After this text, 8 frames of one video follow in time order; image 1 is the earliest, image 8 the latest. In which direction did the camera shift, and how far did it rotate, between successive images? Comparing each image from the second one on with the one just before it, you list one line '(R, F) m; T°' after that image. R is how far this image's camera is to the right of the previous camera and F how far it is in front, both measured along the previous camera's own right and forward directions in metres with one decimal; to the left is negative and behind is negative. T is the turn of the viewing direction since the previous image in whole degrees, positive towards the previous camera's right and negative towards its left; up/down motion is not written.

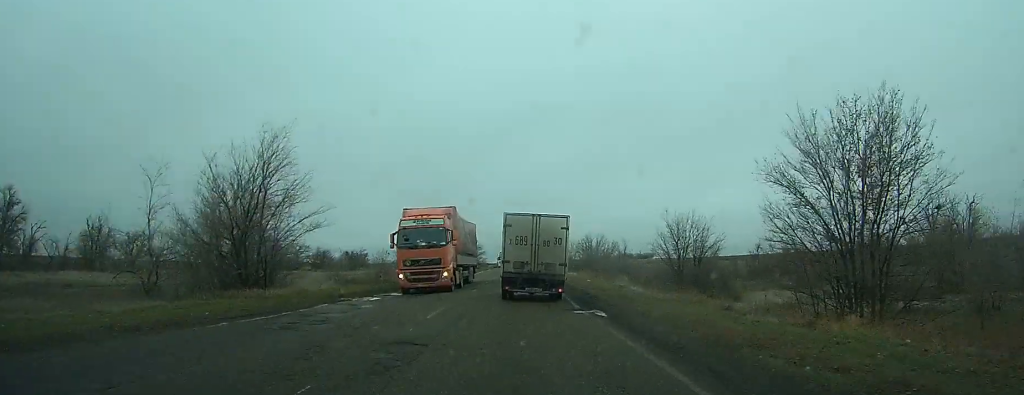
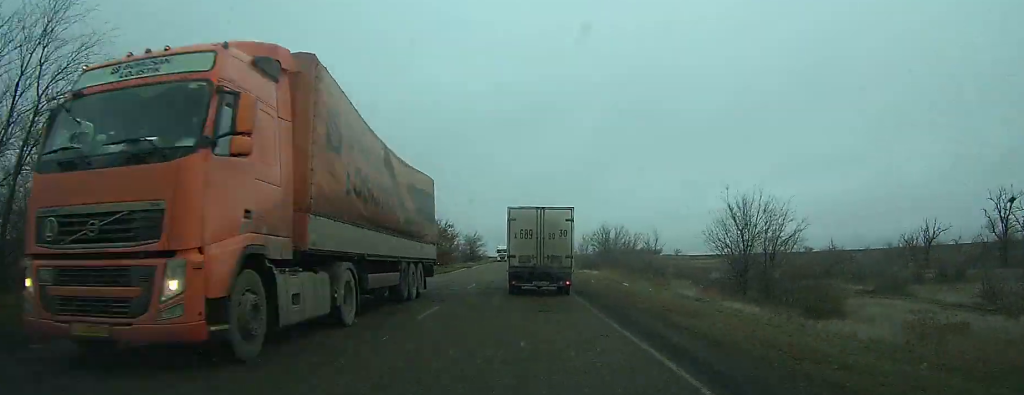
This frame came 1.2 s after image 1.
(0.0, +14.1) m; 0°
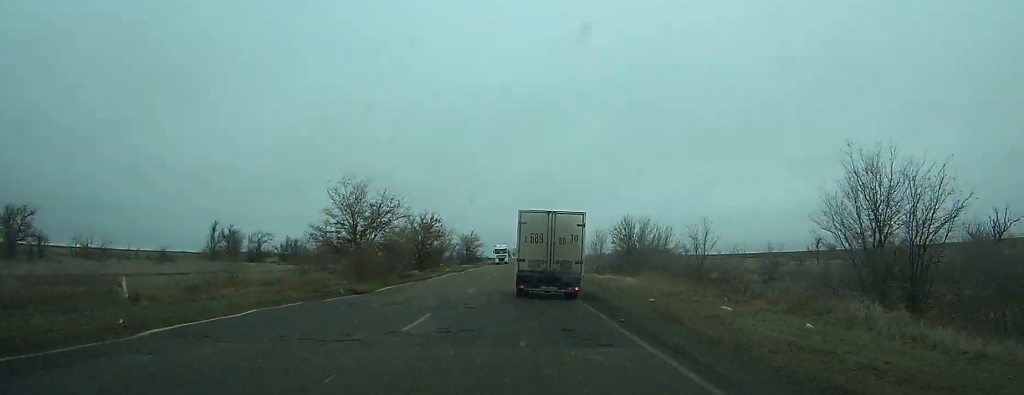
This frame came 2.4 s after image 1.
(0.0, +14.1) m; 0°
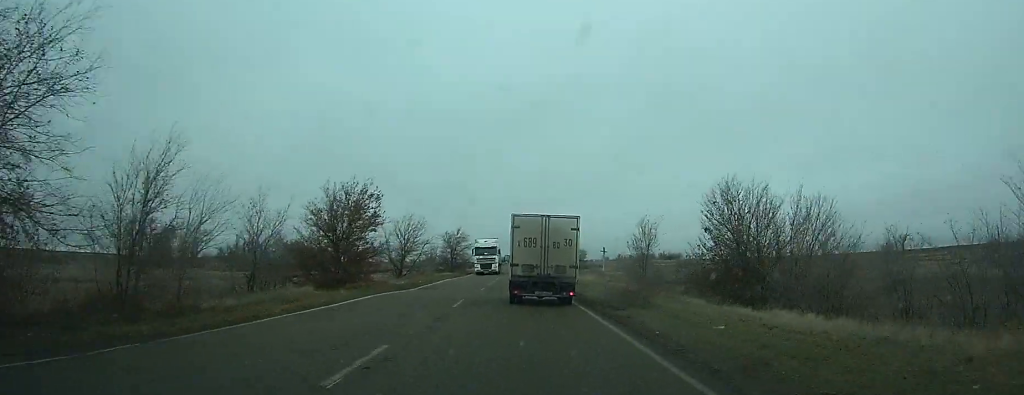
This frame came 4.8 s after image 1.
(0.0, +28.6) m; 0°
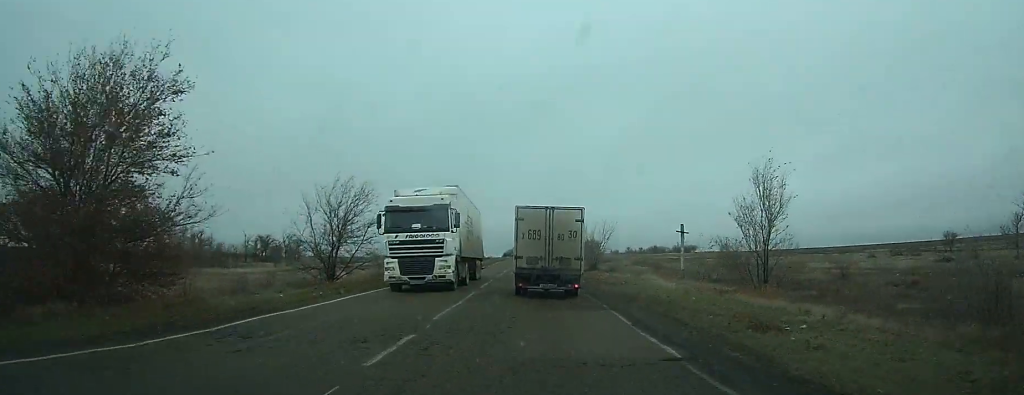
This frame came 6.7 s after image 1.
(0.0, +24.6) m; 0°
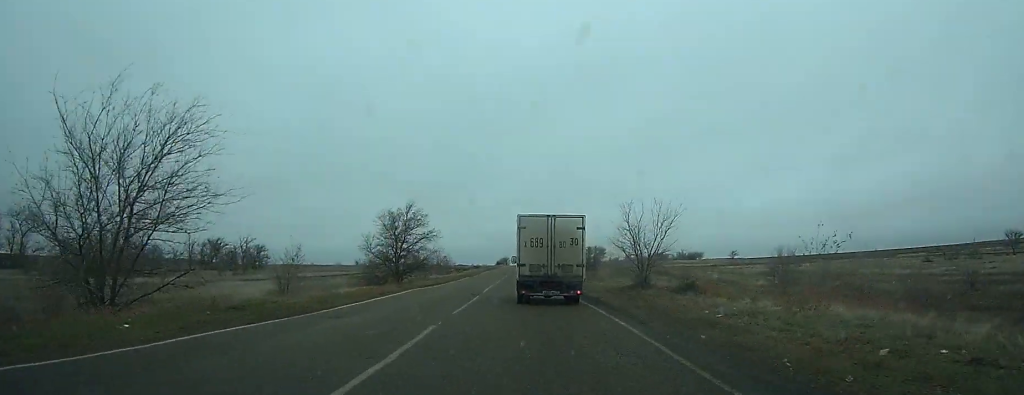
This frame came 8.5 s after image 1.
(+0.1, +22.1) m; 0°
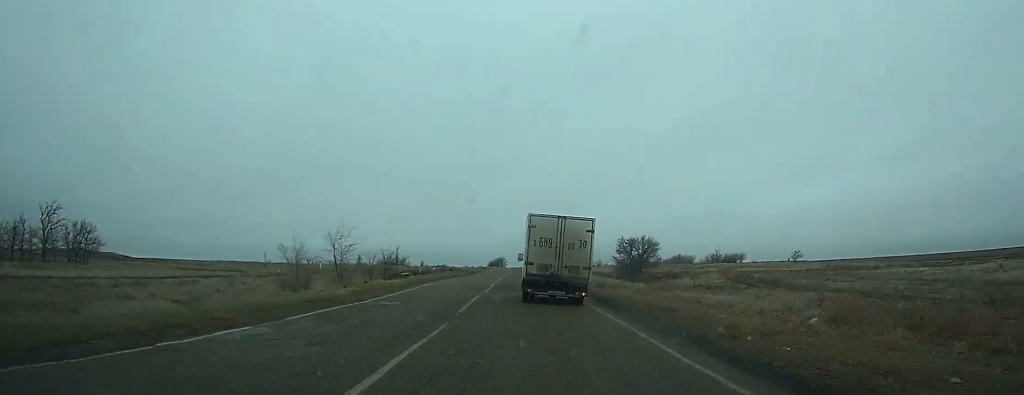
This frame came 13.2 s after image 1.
(+0.3, +58.3) m; +1°
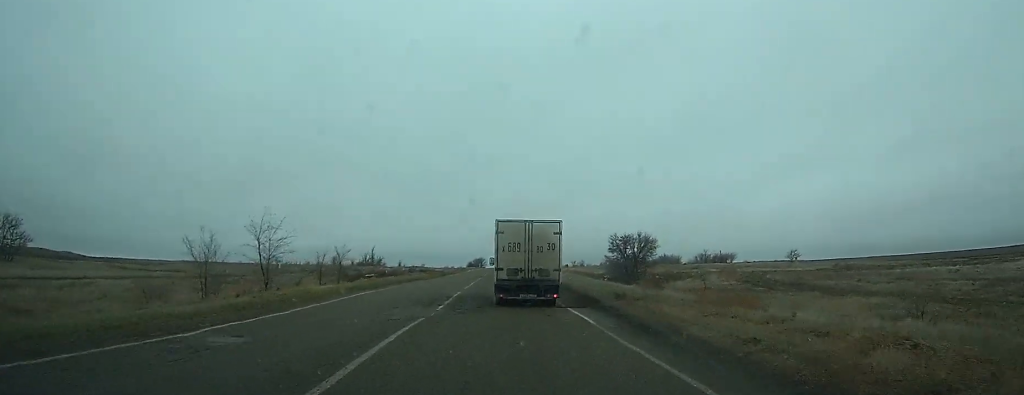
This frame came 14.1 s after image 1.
(0.0, +10.6) m; 0°
